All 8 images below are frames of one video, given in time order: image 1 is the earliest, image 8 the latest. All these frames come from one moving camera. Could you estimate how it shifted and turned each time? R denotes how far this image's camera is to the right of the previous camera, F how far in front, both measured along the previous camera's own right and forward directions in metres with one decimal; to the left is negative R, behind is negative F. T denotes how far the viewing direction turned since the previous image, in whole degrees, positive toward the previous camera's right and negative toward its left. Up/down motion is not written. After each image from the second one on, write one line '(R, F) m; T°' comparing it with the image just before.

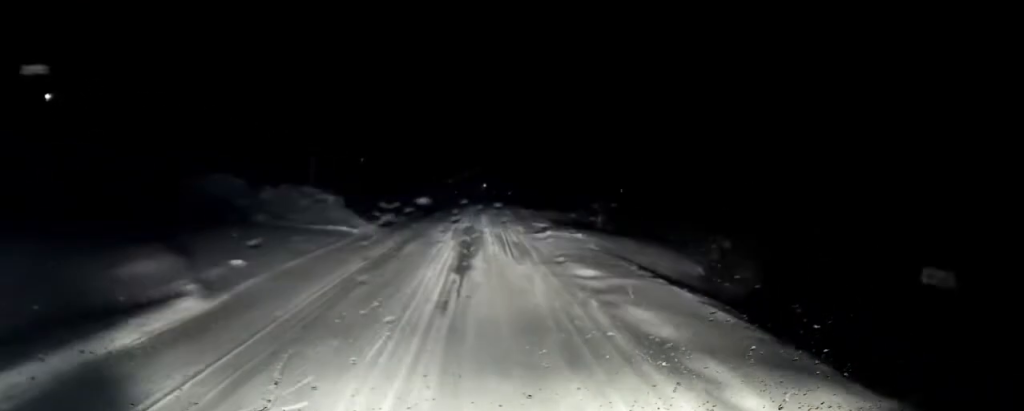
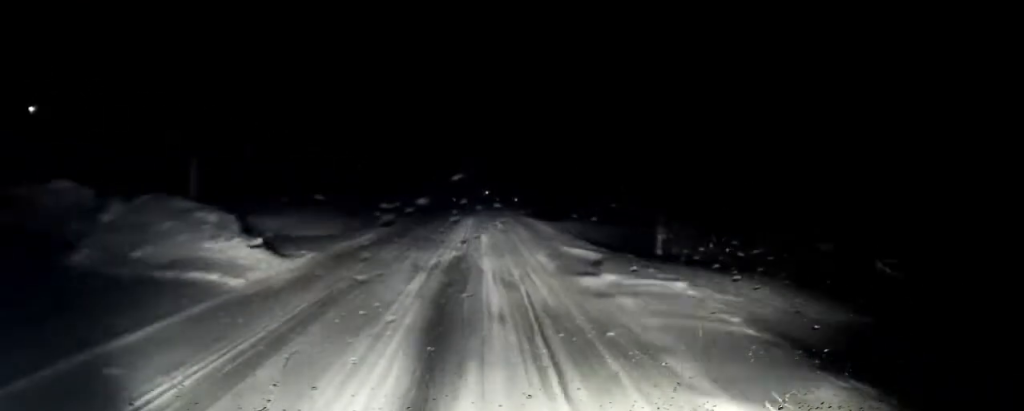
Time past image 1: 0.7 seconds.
(+0.2, +9.0) m; 0°
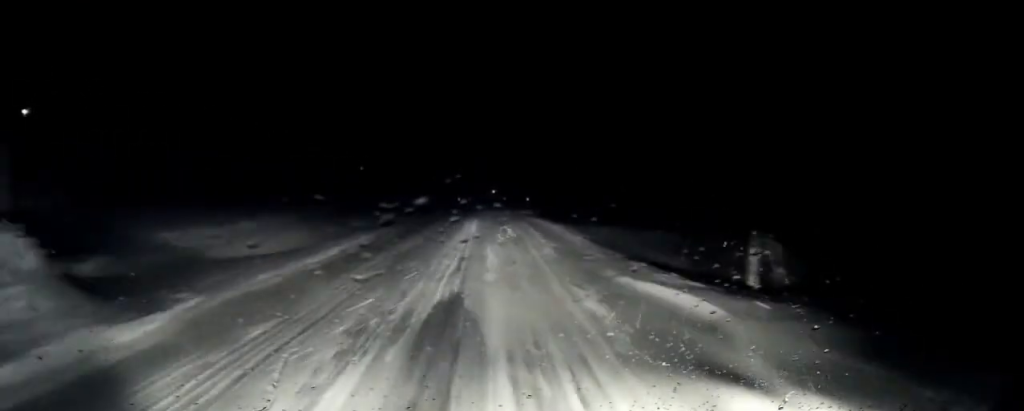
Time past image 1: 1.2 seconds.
(-0.2, +6.1) m; -1°
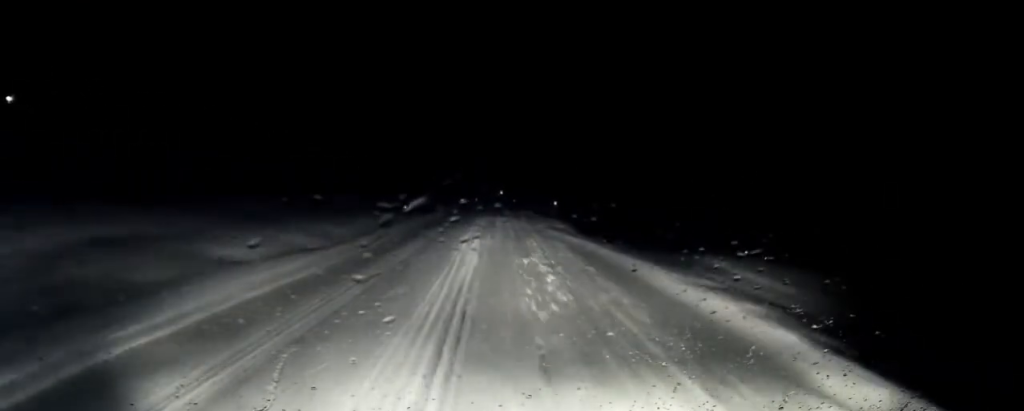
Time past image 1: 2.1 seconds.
(-0.2, +12.2) m; -1°
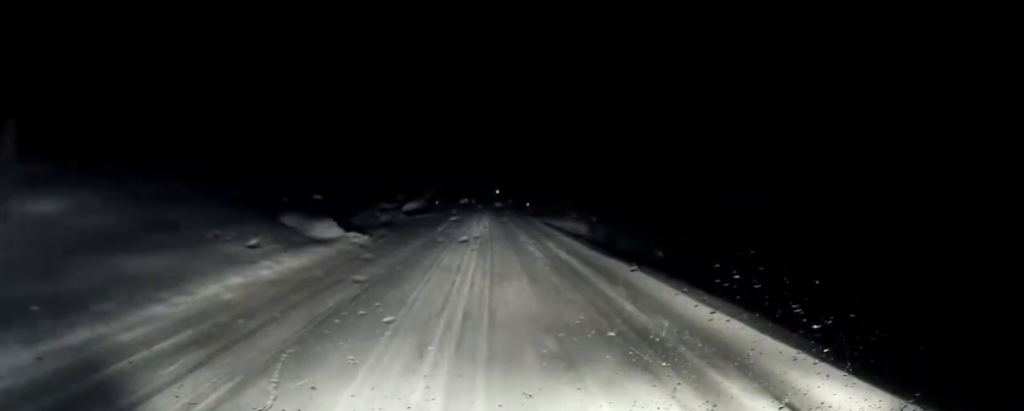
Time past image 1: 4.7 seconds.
(-0.2, +32.9) m; -1°
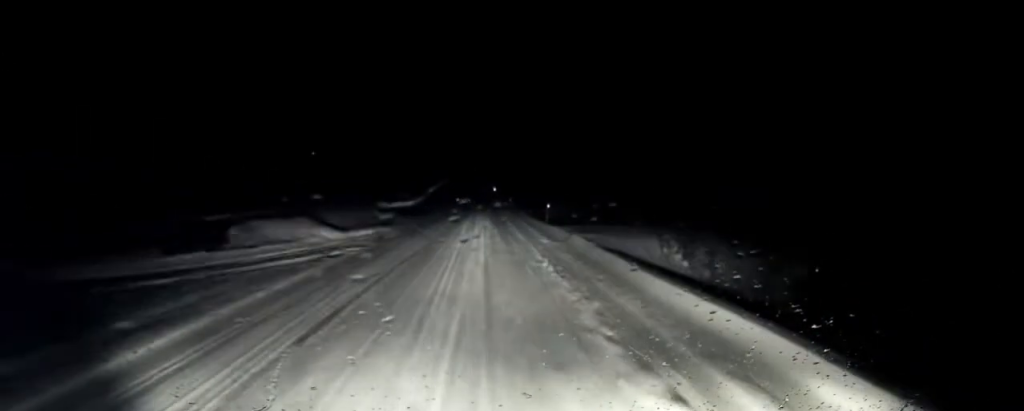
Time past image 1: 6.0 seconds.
(0.0, +17.2) m; 0°
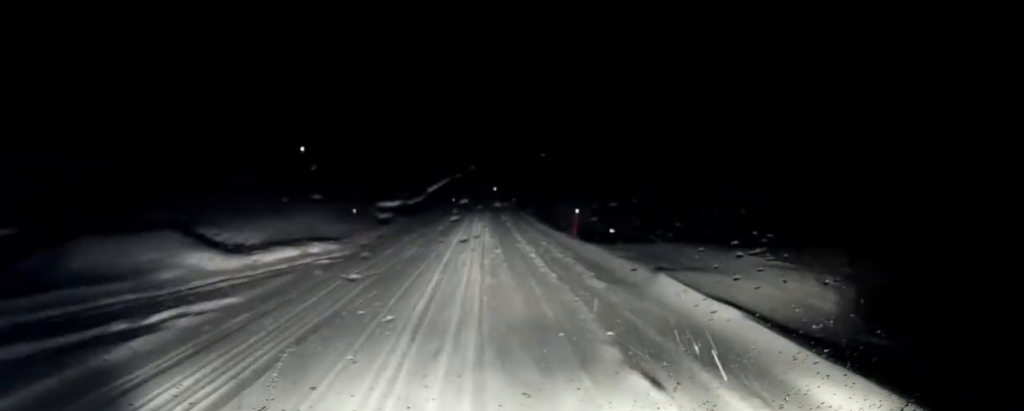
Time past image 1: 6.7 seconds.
(0.0, +8.8) m; 0°
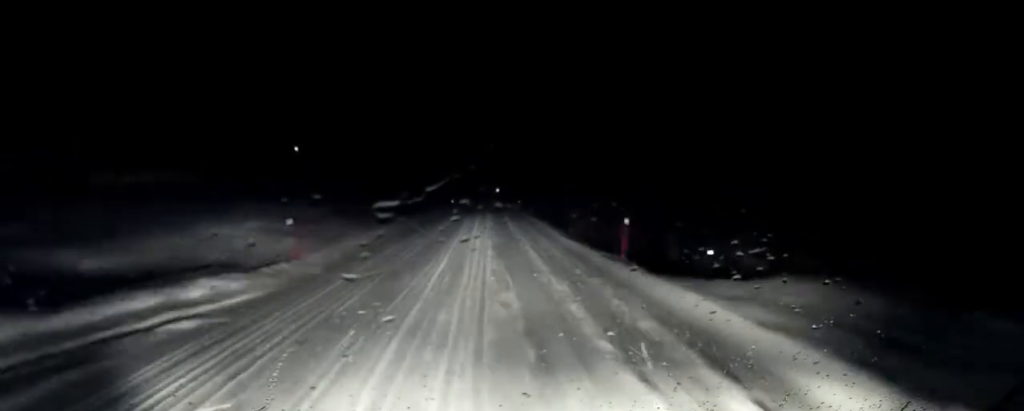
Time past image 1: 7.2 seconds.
(0.0, +6.3) m; +1°
